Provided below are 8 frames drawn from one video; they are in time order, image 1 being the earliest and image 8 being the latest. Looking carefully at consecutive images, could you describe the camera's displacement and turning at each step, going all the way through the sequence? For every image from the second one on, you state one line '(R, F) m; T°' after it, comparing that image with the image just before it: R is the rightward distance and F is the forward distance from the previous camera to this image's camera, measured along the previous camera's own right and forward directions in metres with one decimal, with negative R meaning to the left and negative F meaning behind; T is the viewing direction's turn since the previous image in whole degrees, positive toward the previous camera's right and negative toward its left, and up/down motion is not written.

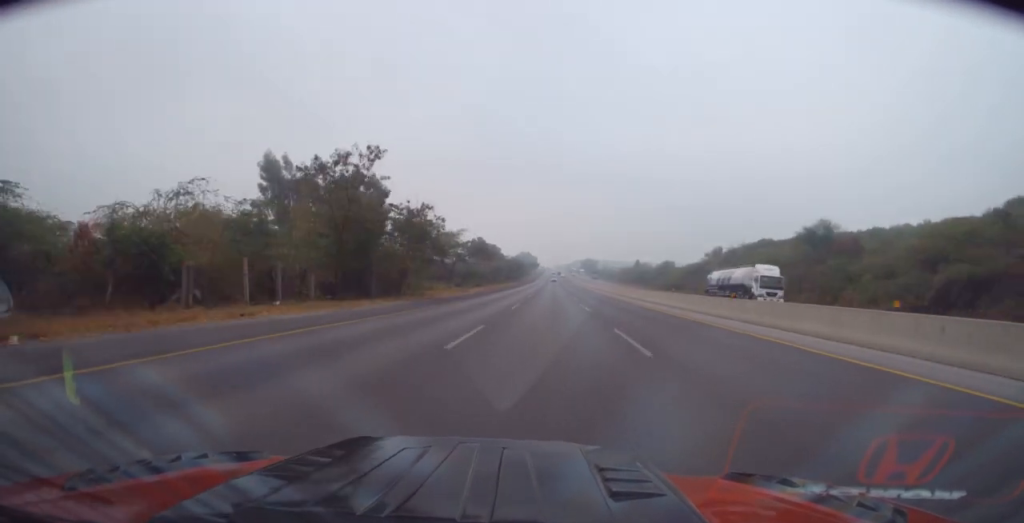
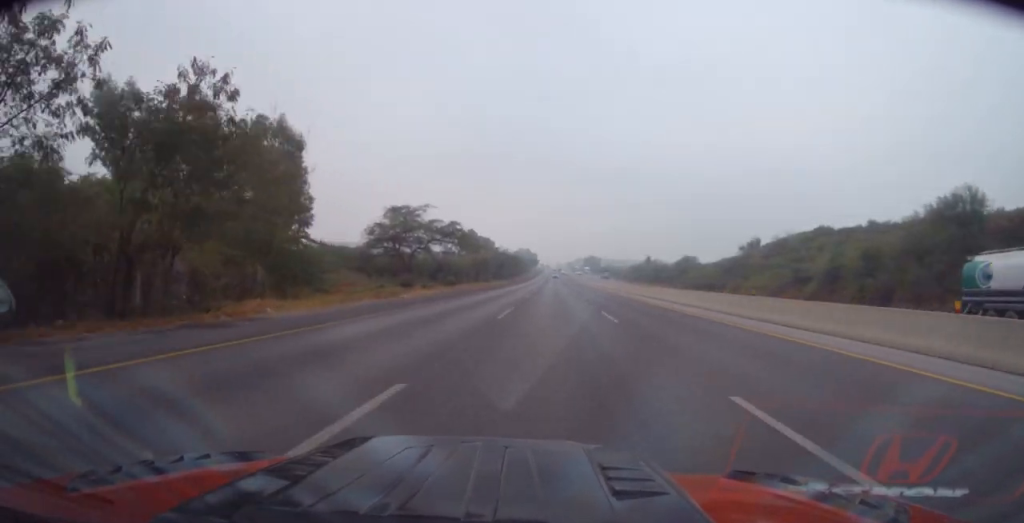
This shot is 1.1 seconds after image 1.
(-0.2, +28.3) m; 0°
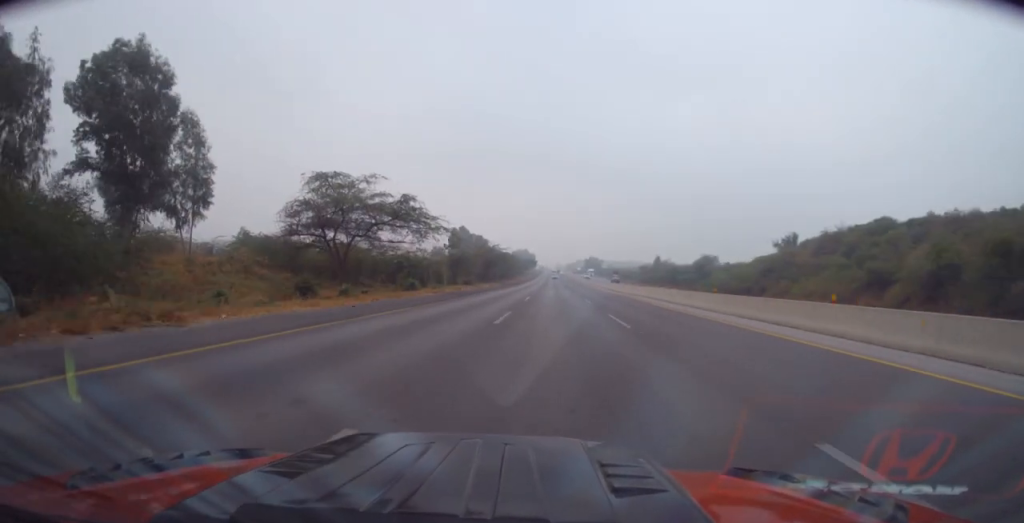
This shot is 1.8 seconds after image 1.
(+0.2, +20.2) m; -1°
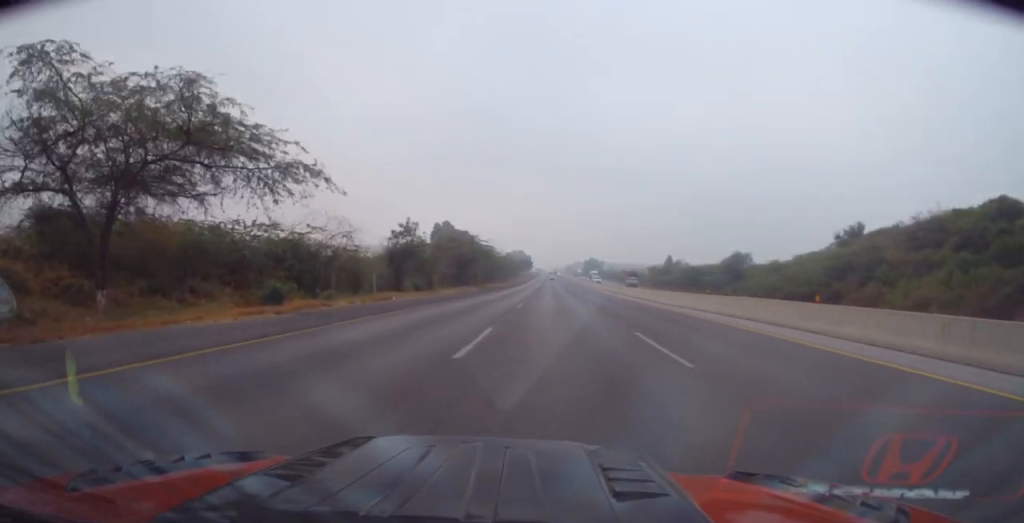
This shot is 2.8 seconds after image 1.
(-0.3, +25.3) m; 0°
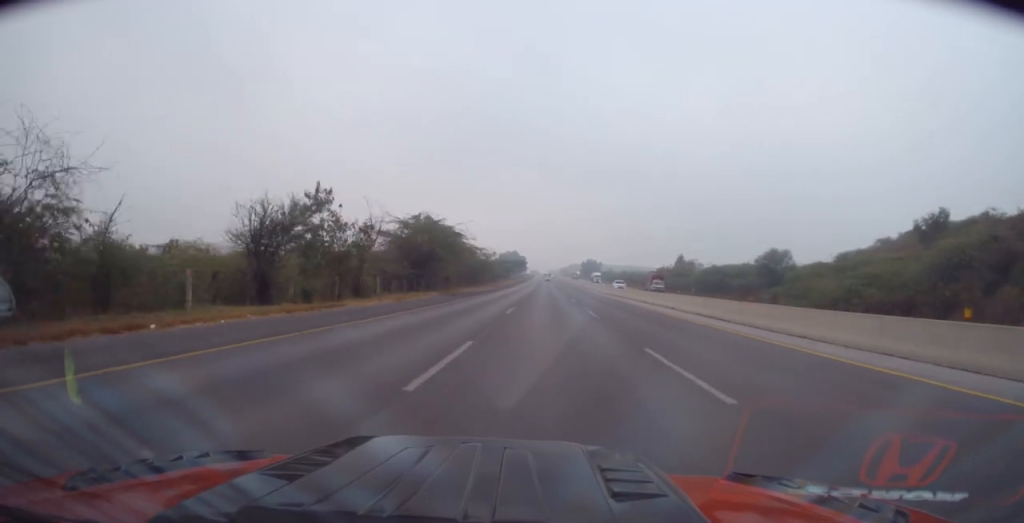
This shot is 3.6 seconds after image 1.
(+0.2, +20.8) m; 0°
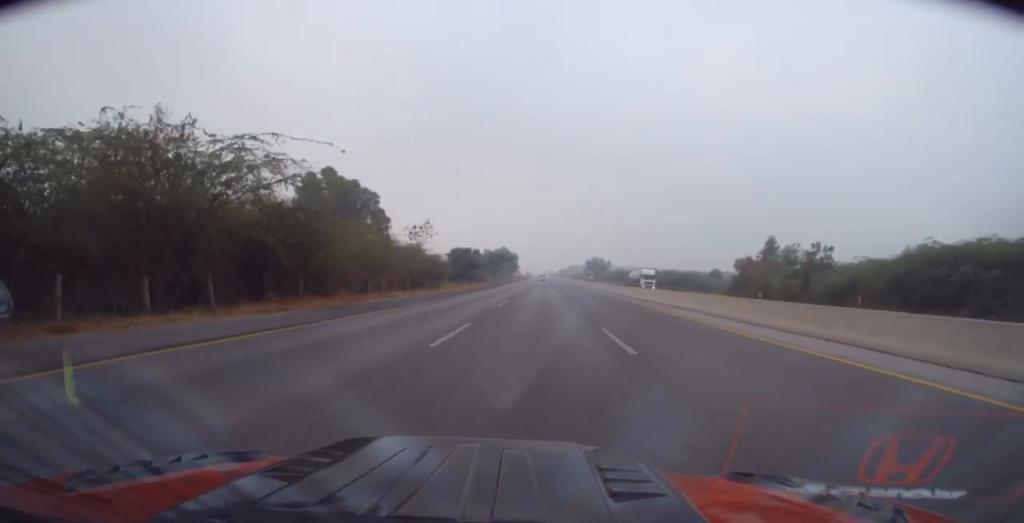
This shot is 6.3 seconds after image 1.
(+0.5, +68.4) m; 0°
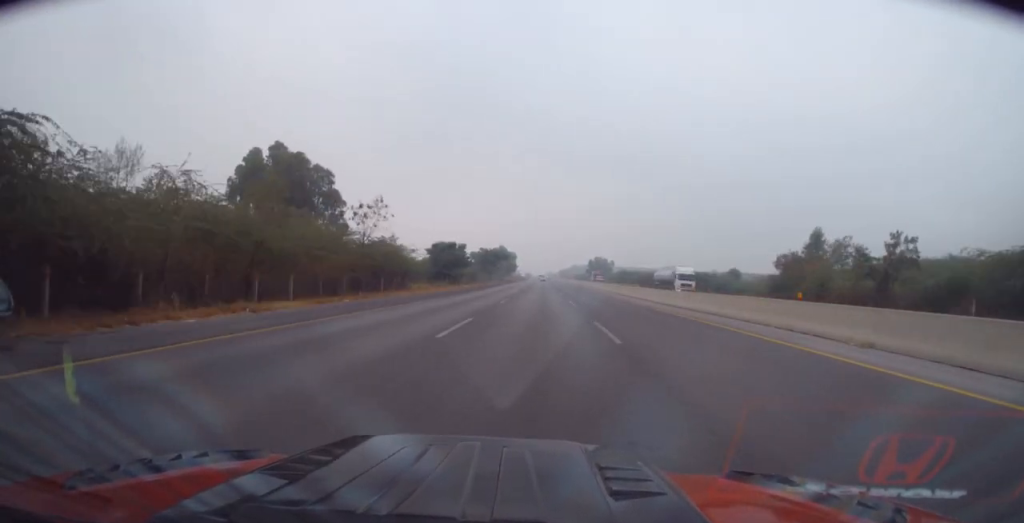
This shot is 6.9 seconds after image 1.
(-0.2, +16.8) m; 0°
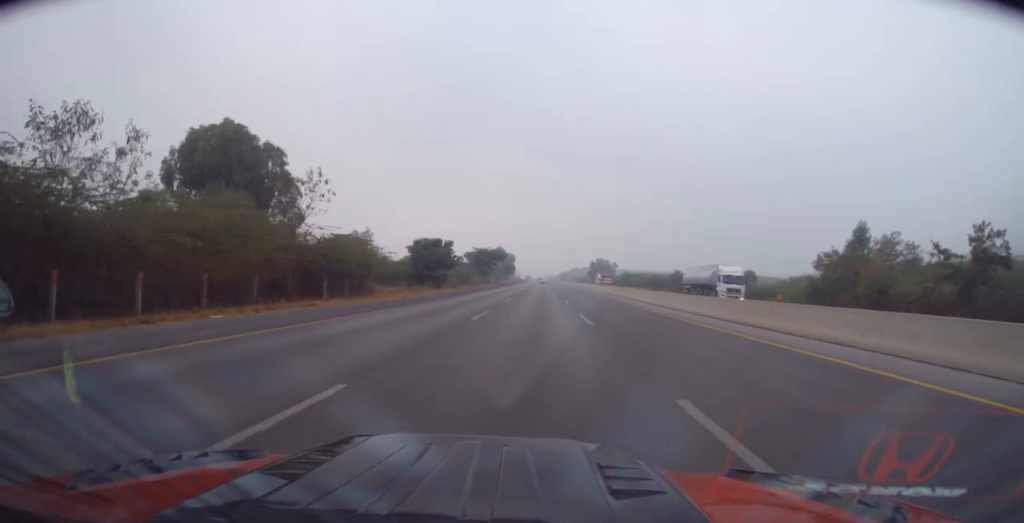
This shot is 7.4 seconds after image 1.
(0.0, +11.8) m; 0°
